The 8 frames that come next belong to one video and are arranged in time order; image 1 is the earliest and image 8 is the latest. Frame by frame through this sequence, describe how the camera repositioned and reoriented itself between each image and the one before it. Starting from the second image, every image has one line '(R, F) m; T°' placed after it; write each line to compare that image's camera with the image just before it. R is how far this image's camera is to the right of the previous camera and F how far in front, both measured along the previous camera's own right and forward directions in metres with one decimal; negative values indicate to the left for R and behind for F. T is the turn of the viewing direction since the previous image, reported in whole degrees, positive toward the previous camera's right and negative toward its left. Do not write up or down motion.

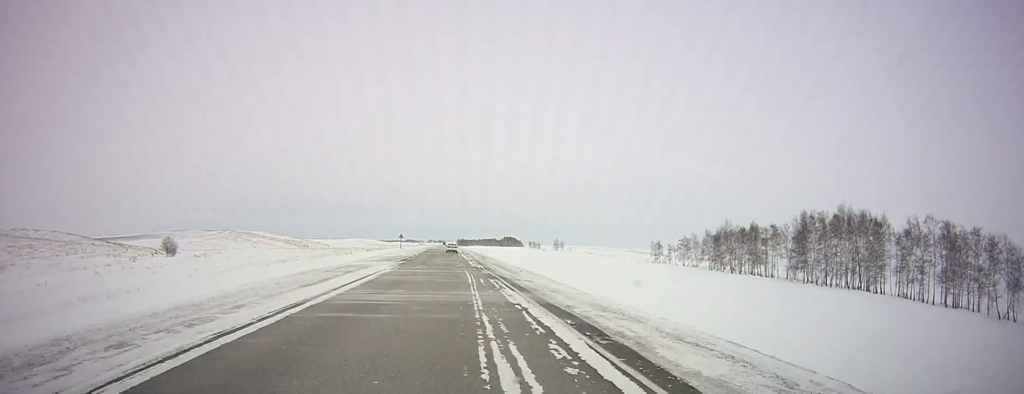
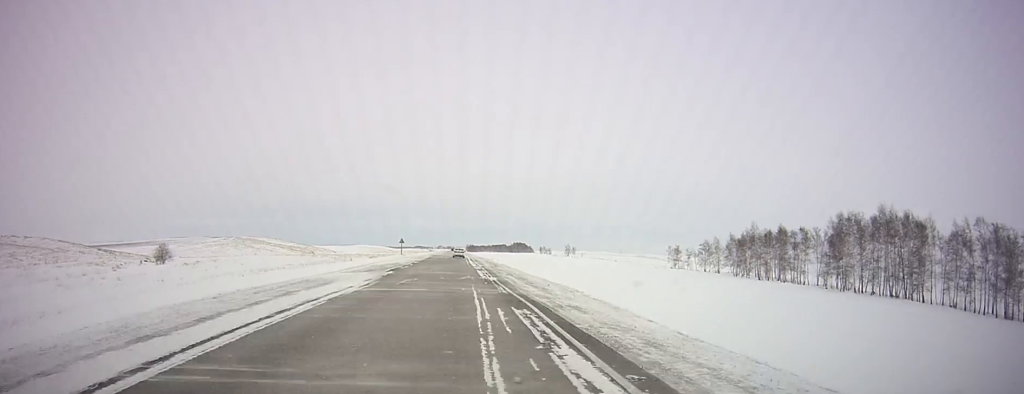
(-0.1, +11.1) m; -1°
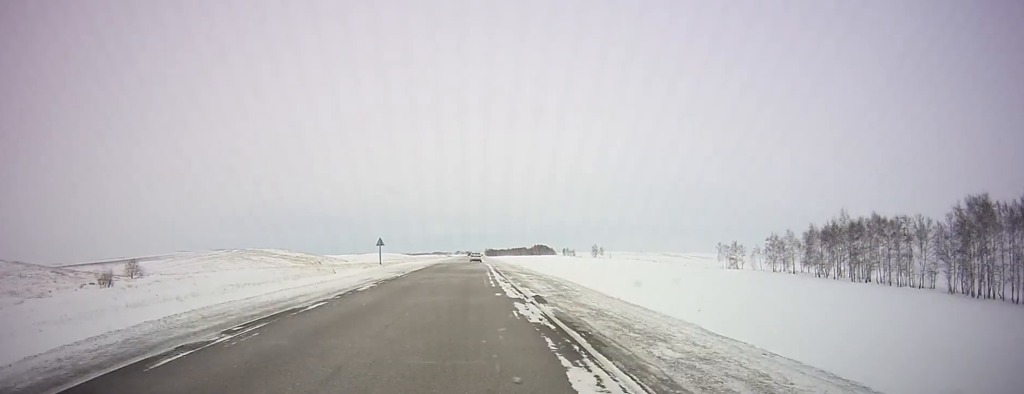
(-0.6, +34.5) m; -2°
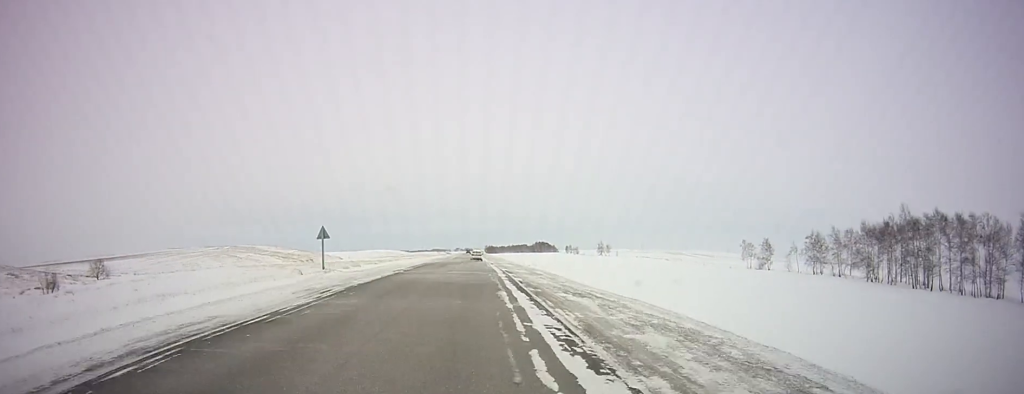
(-0.2, +20.8) m; -1°
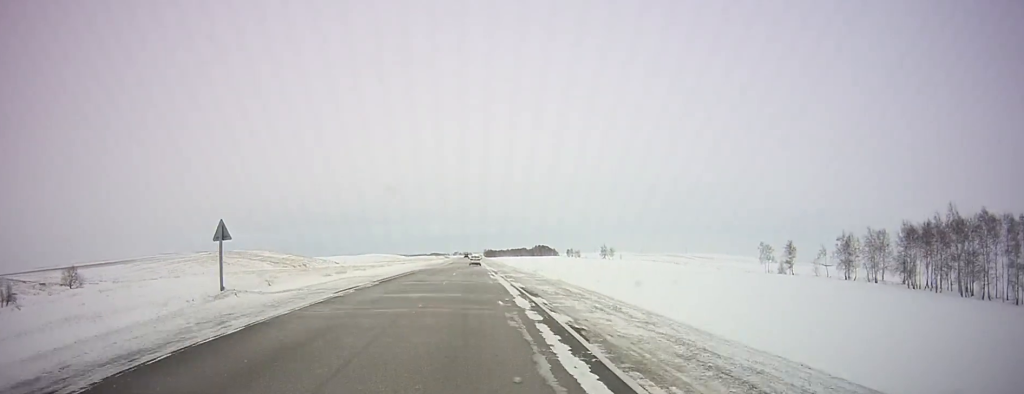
(0.0, +14.2) m; -1°
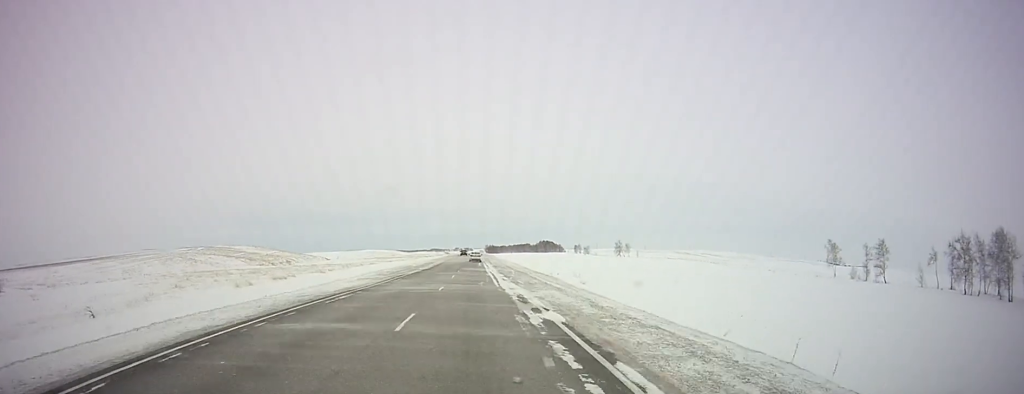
(-0.5, +38.9) m; -1°
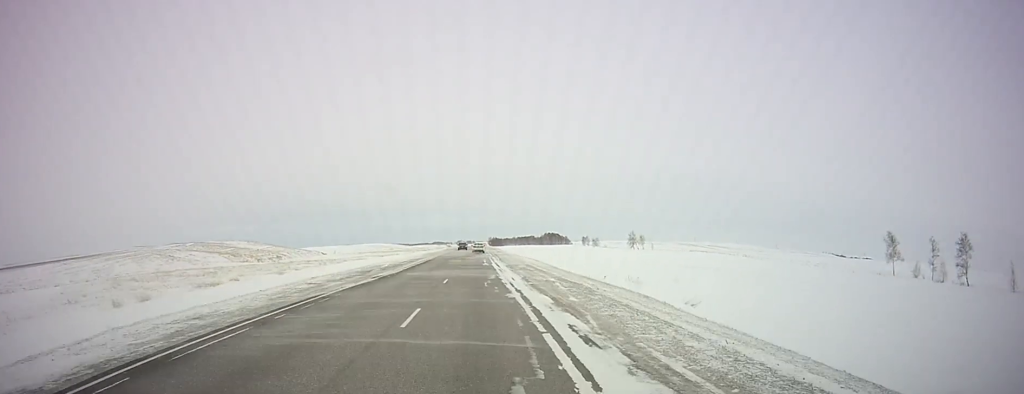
(-0.1, +24.7) m; -1°
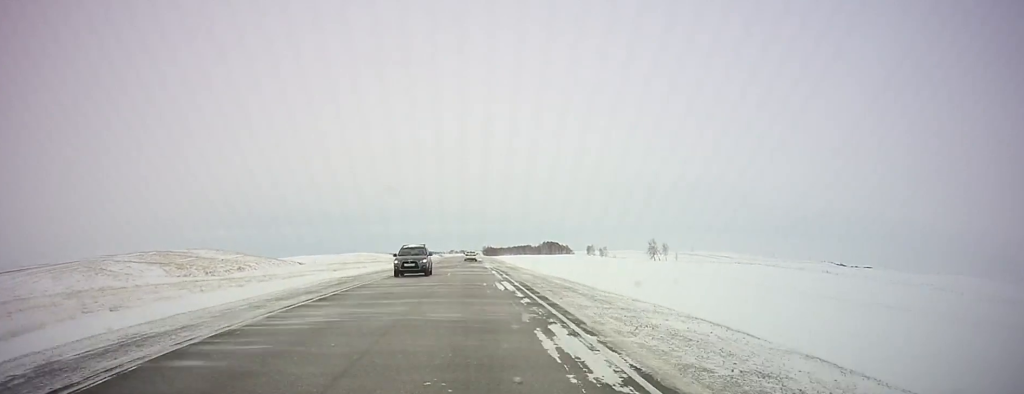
(-0.4, +50.8) m; -1°
